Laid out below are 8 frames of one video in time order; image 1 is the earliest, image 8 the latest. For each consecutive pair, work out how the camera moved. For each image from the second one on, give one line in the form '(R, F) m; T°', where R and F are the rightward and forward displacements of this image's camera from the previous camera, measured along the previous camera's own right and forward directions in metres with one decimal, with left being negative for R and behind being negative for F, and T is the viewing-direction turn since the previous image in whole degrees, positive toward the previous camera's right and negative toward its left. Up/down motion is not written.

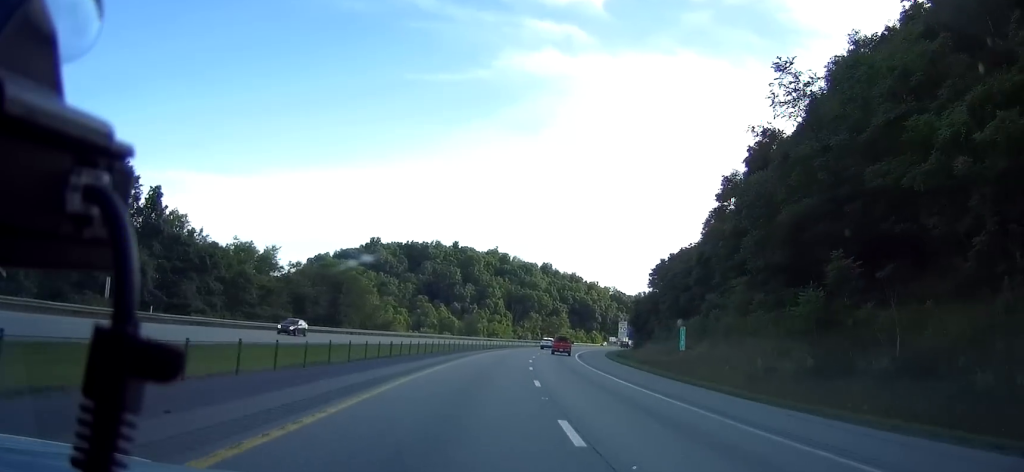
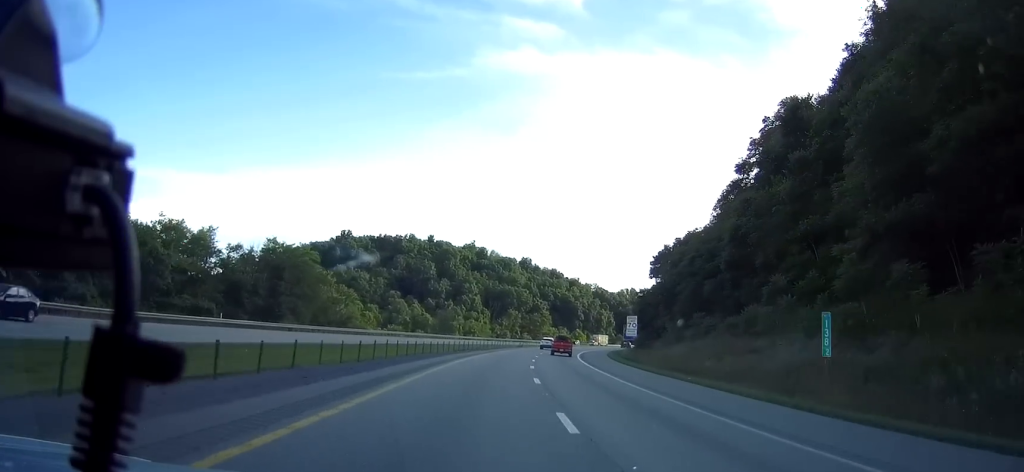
(+0.8, +22.6) m; +1°
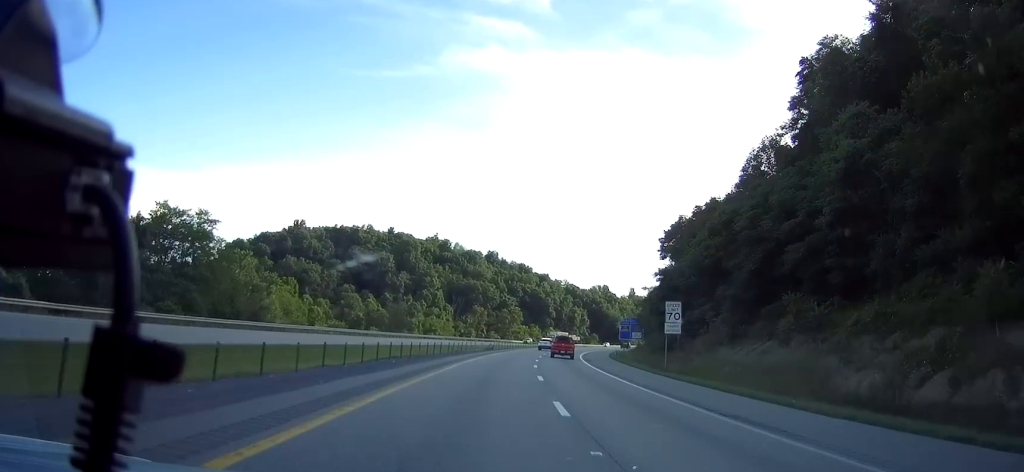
(+0.7, +33.2) m; +3°
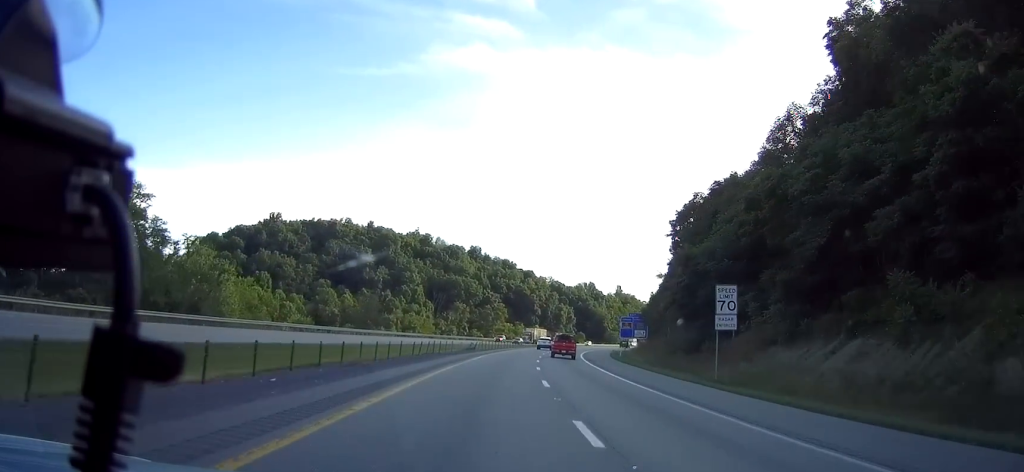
(-0.5, +15.9) m; +2°
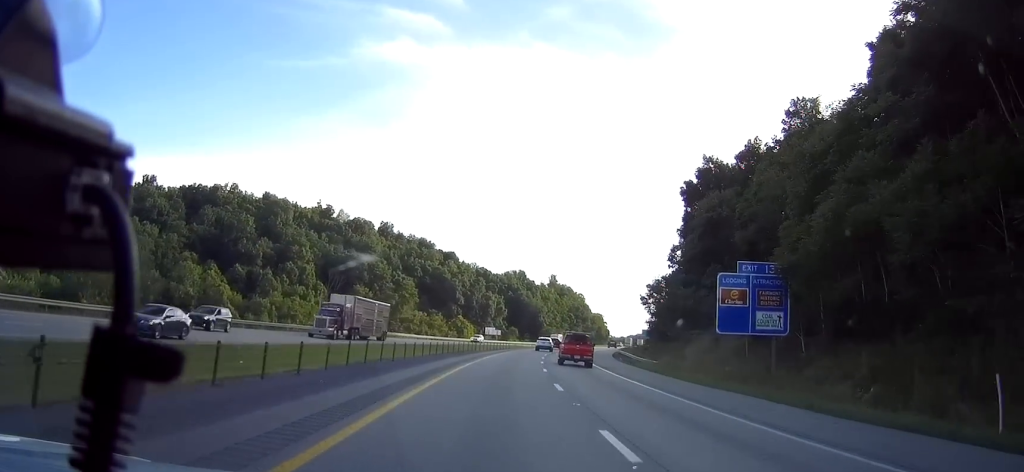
(+6.9, +71.9) m; +7°
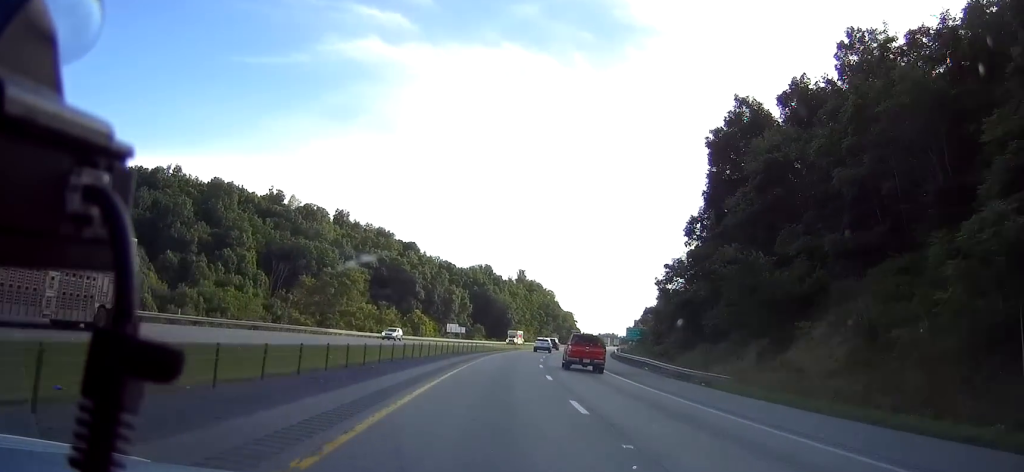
(0.0, +29.9) m; 0°
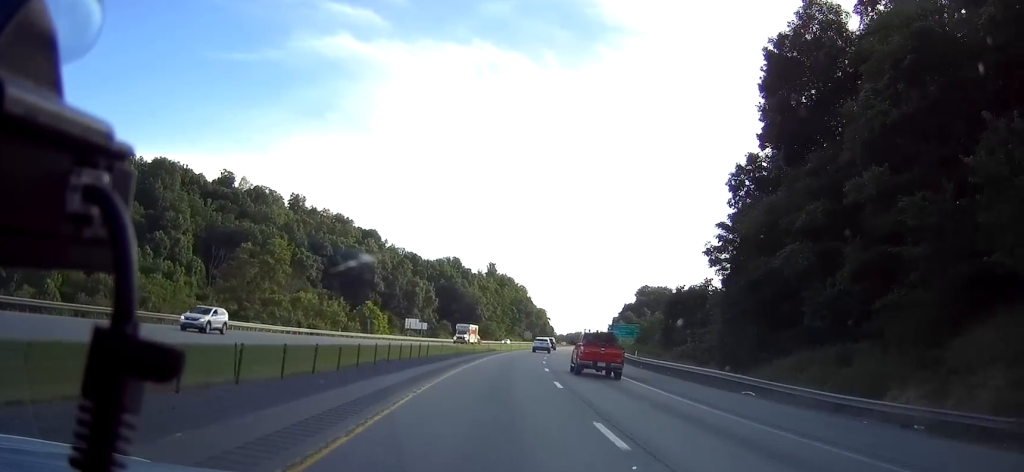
(0.0, +28.5) m; 0°
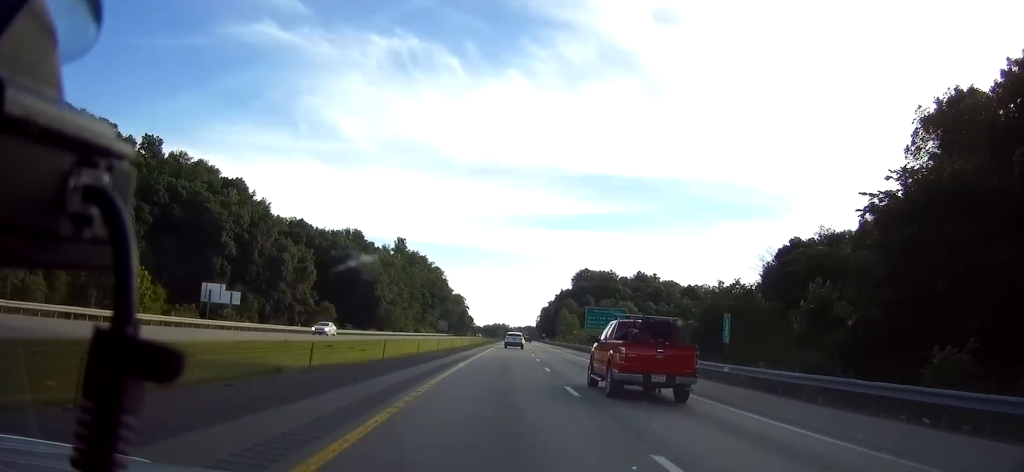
(+0.1, +74.8) m; +4°
